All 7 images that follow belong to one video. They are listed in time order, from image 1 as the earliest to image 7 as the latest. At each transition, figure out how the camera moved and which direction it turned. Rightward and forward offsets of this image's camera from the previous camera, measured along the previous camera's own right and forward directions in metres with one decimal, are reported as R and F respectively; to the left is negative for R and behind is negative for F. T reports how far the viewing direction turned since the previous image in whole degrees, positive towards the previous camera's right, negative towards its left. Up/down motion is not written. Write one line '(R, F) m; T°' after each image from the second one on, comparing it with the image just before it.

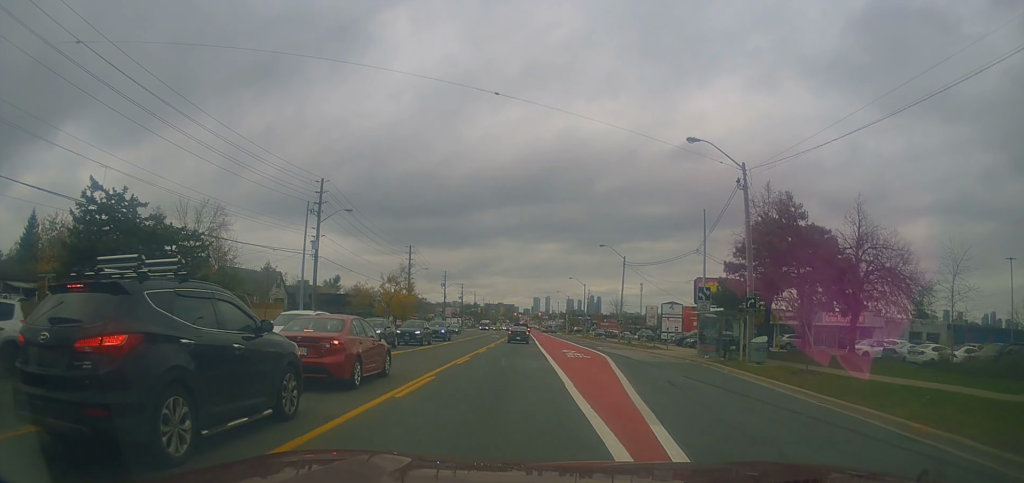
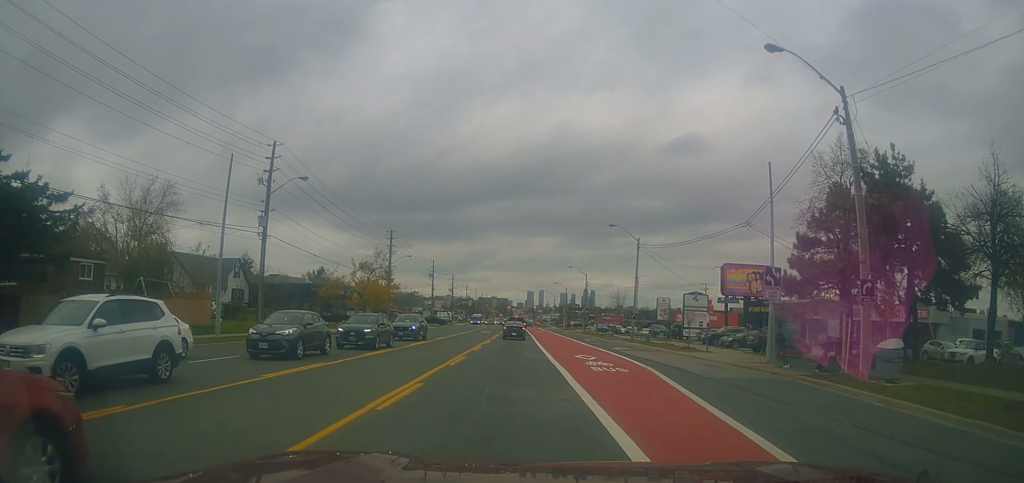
(+0.2, +10.9) m; +2°
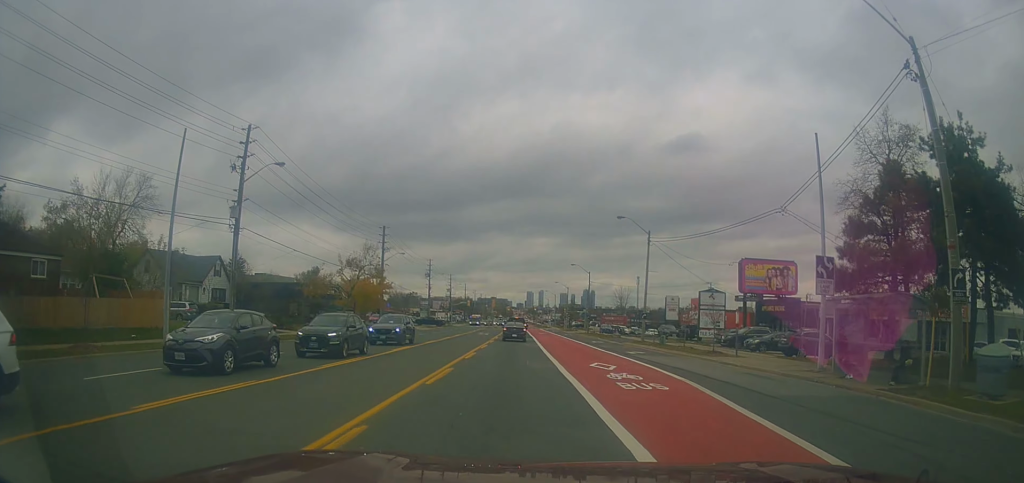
(+0.2, +4.9) m; -1°
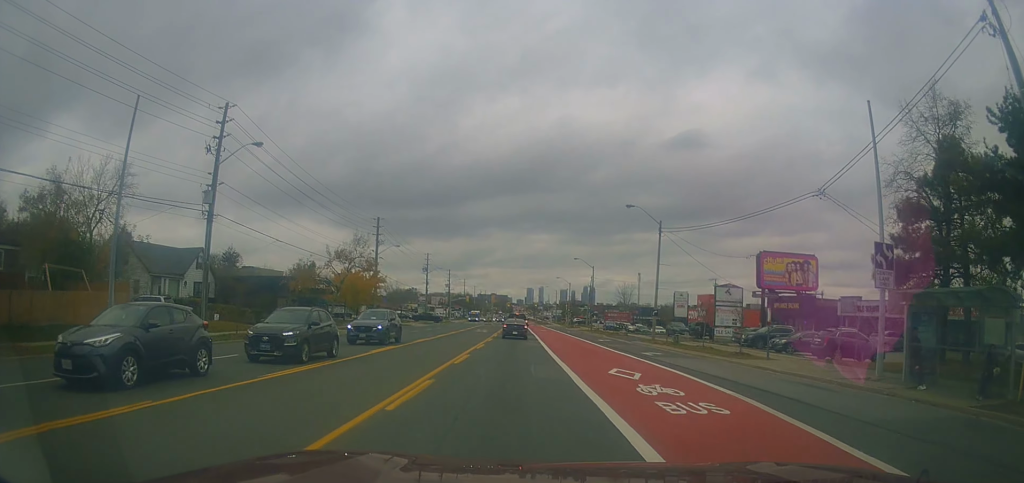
(-0.1, +4.0) m; -1°
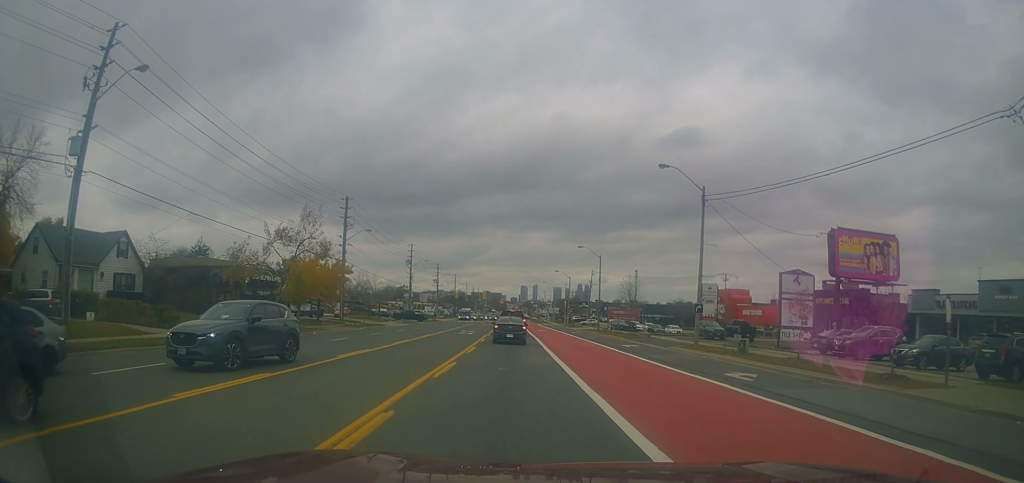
(-0.2, +13.3) m; 0°
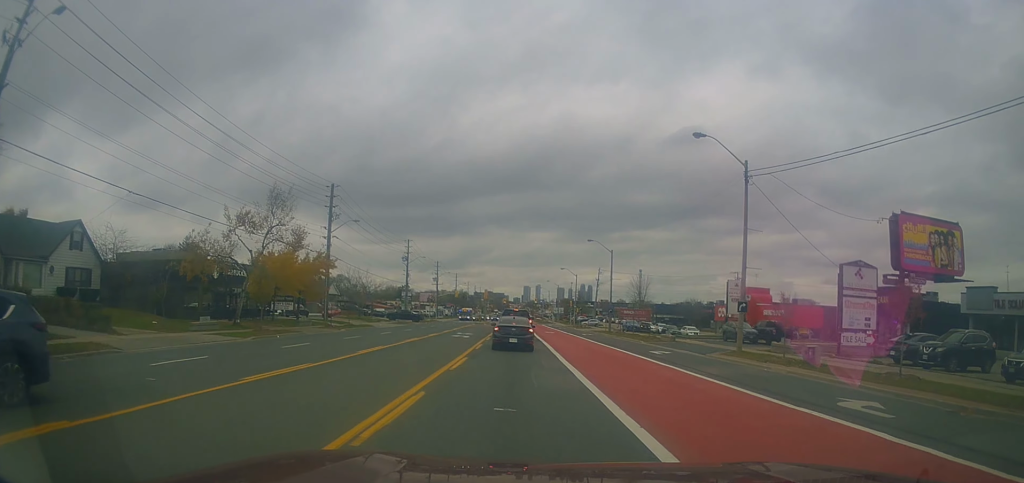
(0.0, +6.9) m; +3°
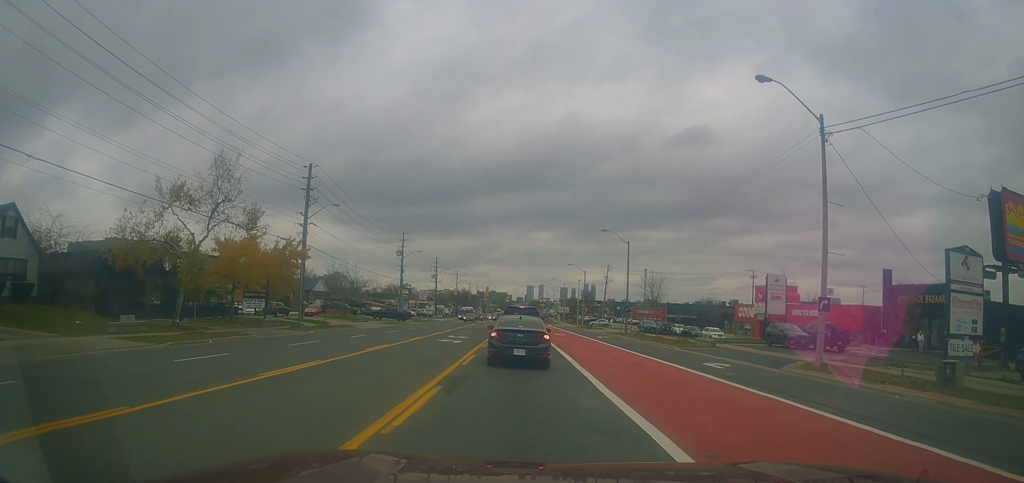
(+0.2, +8.8) m; +2°
